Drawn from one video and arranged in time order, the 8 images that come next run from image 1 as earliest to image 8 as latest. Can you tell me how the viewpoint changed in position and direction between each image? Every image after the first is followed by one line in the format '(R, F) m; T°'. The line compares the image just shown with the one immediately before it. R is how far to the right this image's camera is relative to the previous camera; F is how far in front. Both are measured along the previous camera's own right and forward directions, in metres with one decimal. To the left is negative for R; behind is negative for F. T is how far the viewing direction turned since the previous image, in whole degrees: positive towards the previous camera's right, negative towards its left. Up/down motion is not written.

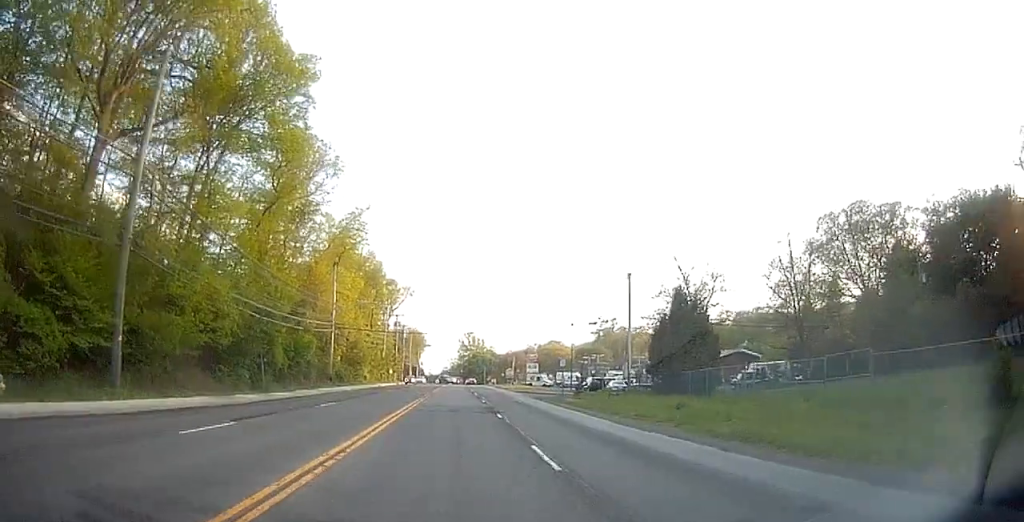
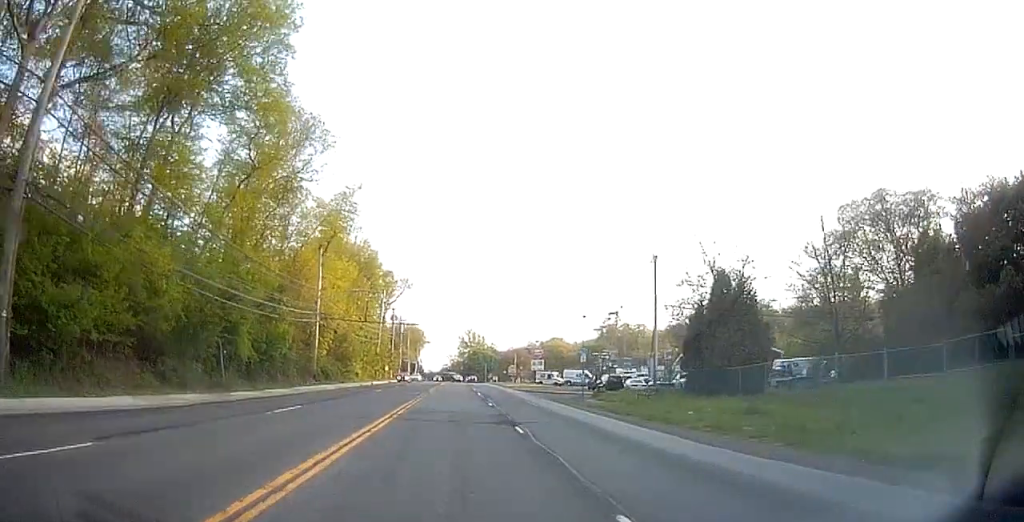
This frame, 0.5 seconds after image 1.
(0.0, +6.7) m; 0°
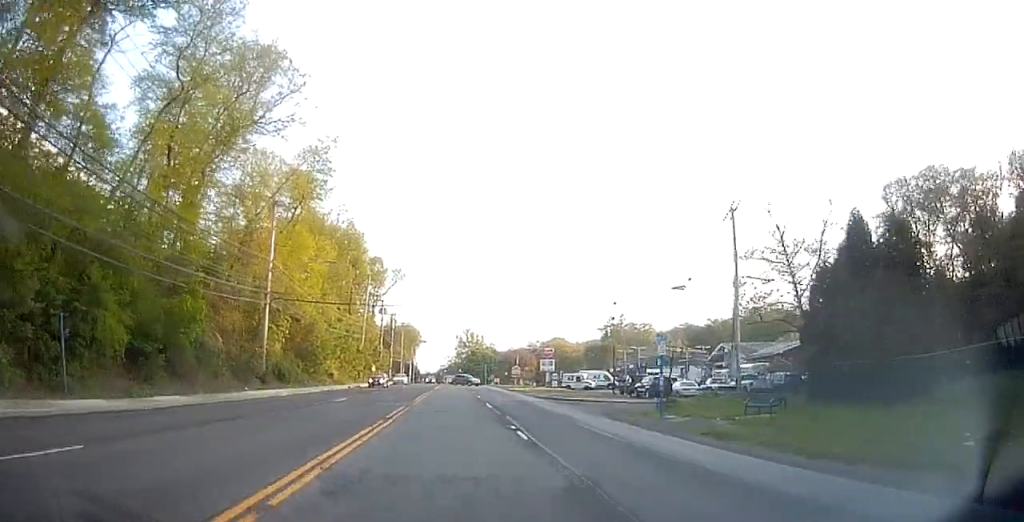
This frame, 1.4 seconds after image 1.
(0.0, +13.7) m; 0°
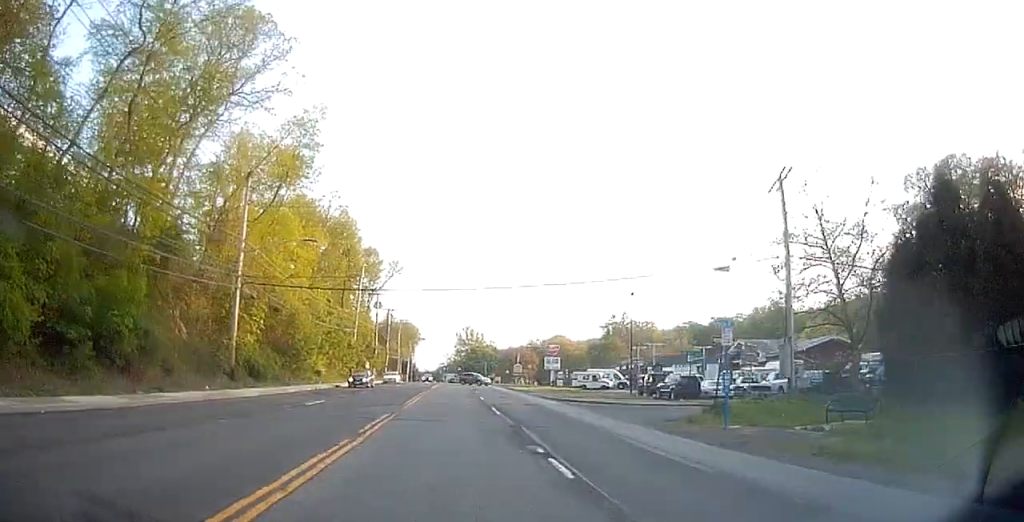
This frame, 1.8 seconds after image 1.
(0.0, +5.6) m; 0°
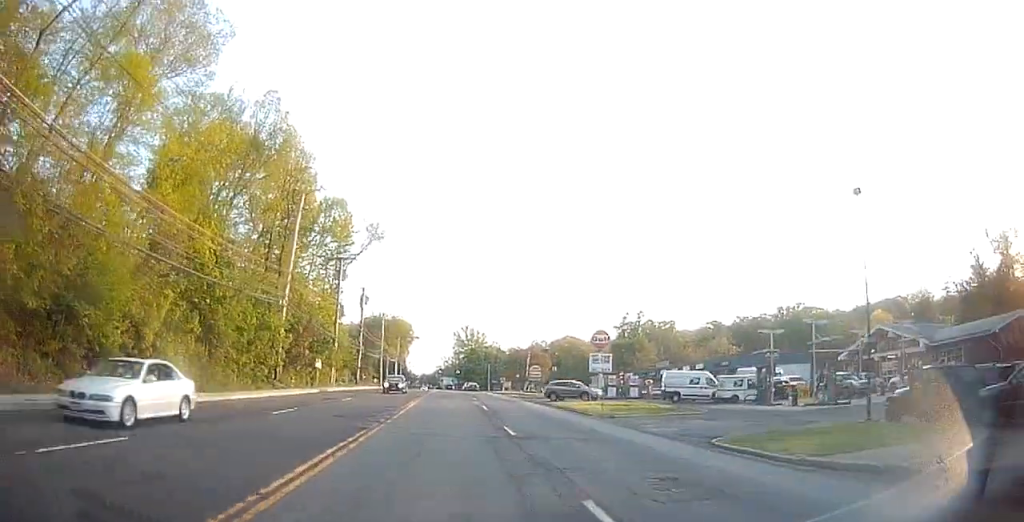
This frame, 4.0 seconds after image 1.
(+0.1, +30.4) m; +1°
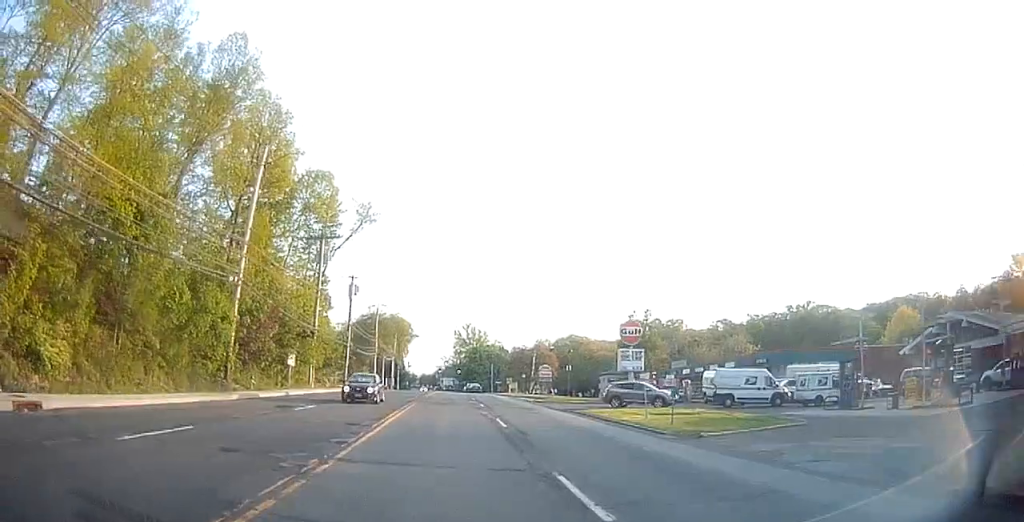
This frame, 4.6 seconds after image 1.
(0.0, +9.7) m; 0°
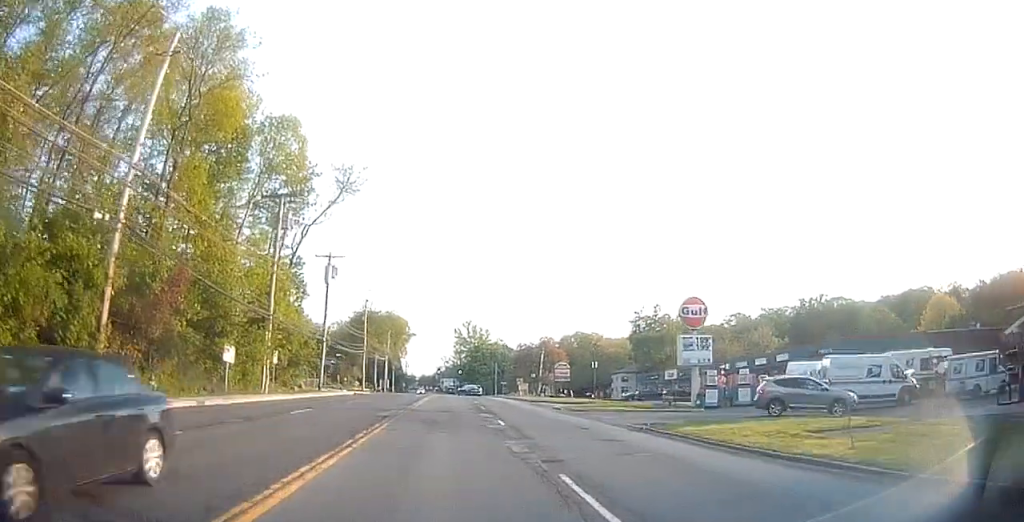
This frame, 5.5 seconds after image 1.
(-0.1, +13.0) m; 0°
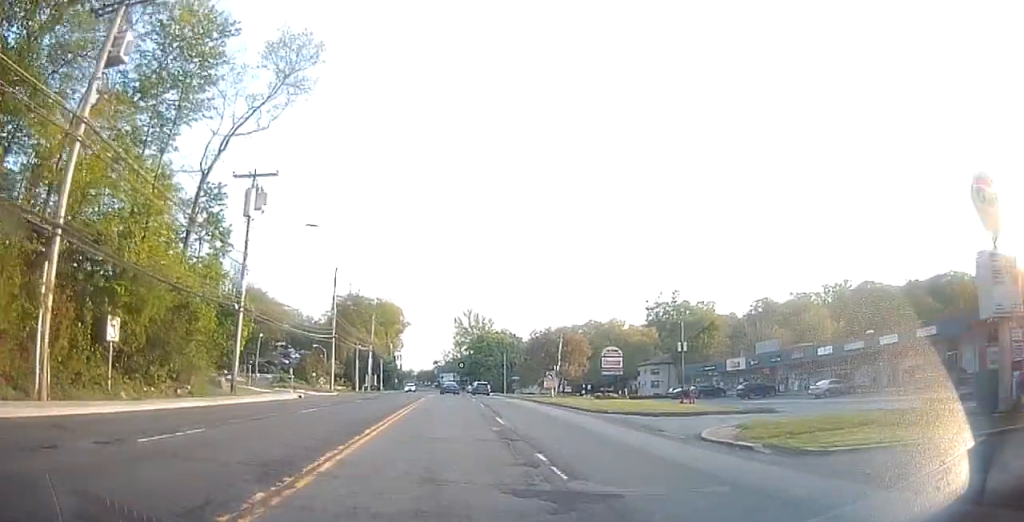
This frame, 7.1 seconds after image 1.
(-0.1, +23.0) m; -1°
